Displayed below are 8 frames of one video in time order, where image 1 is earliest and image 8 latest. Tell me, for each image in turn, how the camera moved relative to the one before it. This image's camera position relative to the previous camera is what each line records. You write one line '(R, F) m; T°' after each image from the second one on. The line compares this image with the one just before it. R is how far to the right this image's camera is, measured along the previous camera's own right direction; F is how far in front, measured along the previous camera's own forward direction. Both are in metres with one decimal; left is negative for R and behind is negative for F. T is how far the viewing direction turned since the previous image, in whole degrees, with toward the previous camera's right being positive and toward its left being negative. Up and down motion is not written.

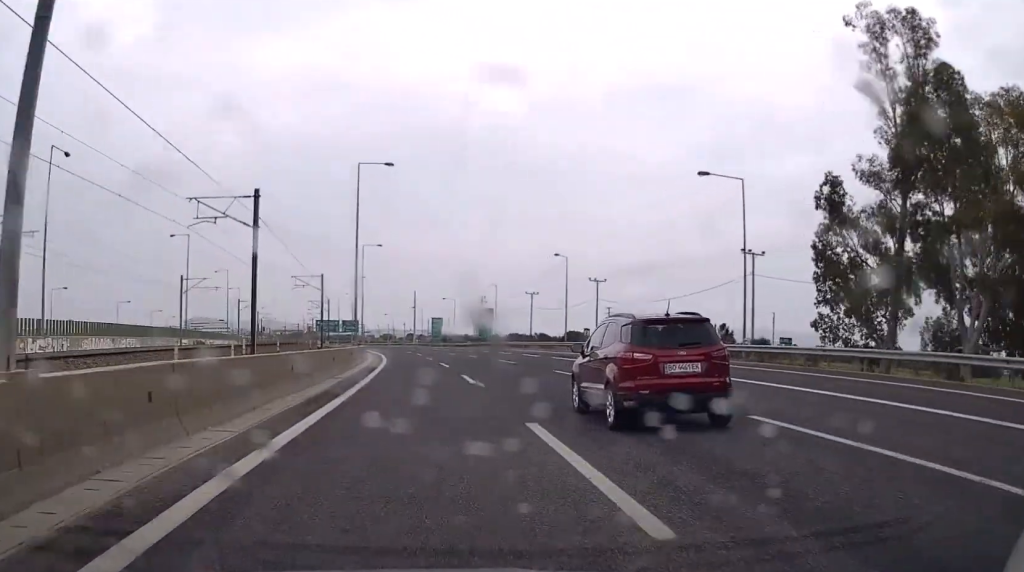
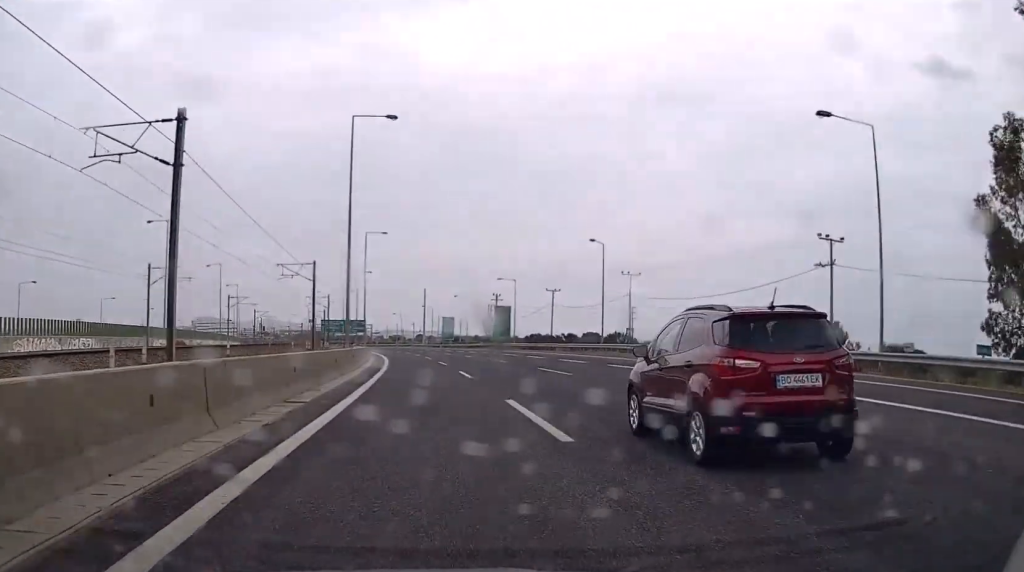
(0.0, +13.0) m; 0°
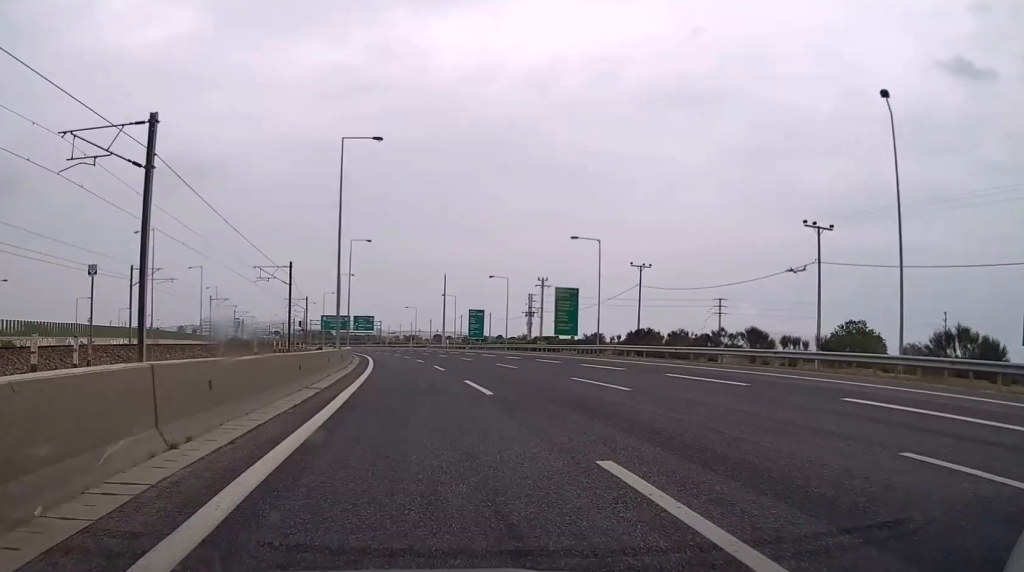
(-0.6, +44.8) m; -1°
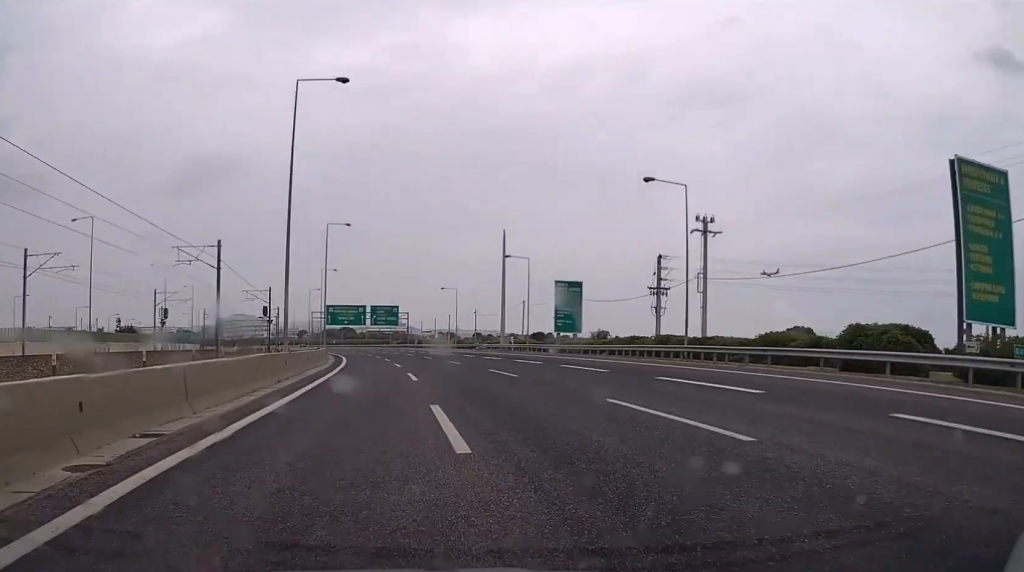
(-1.6, +63.7) m; -3°
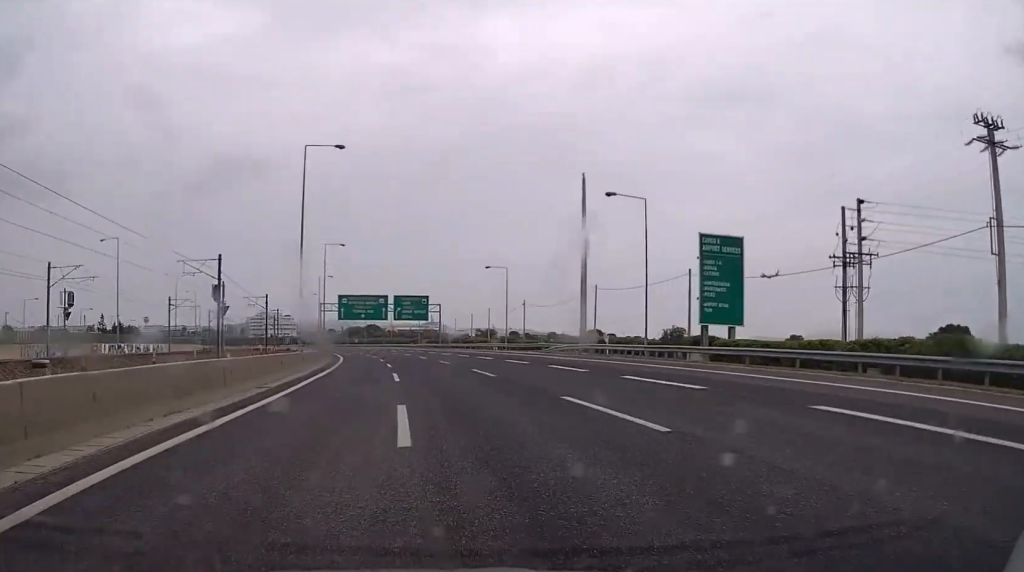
(-0.5, +34.8) m; -2°
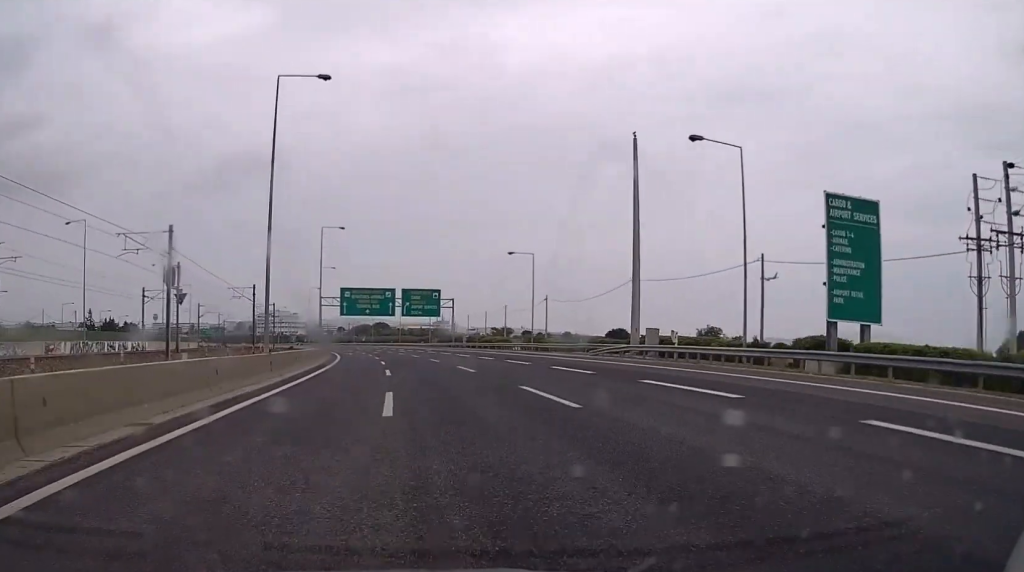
(0.0, +13.9) m; -1°
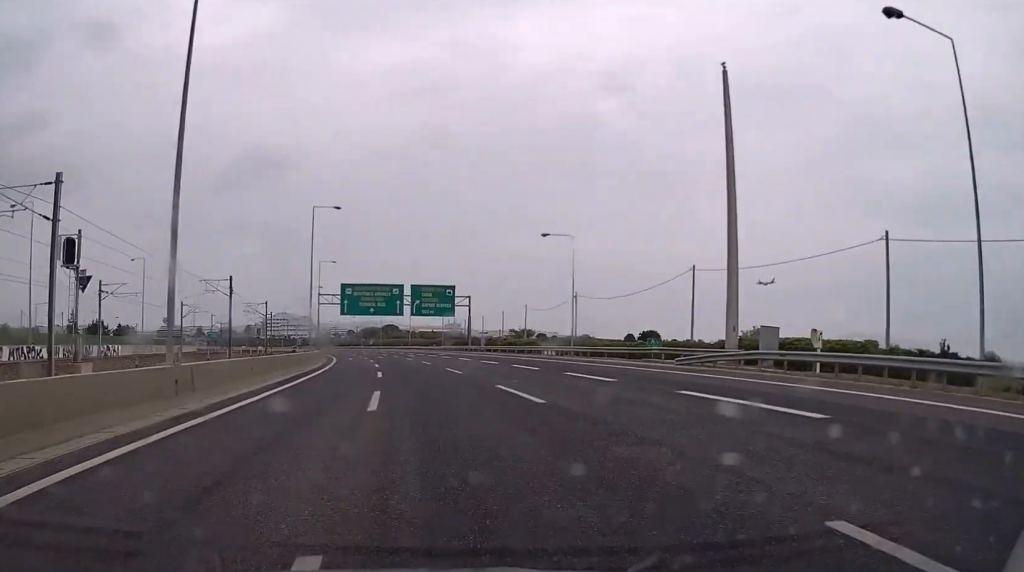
(-0.2, +15.8) m; -1°
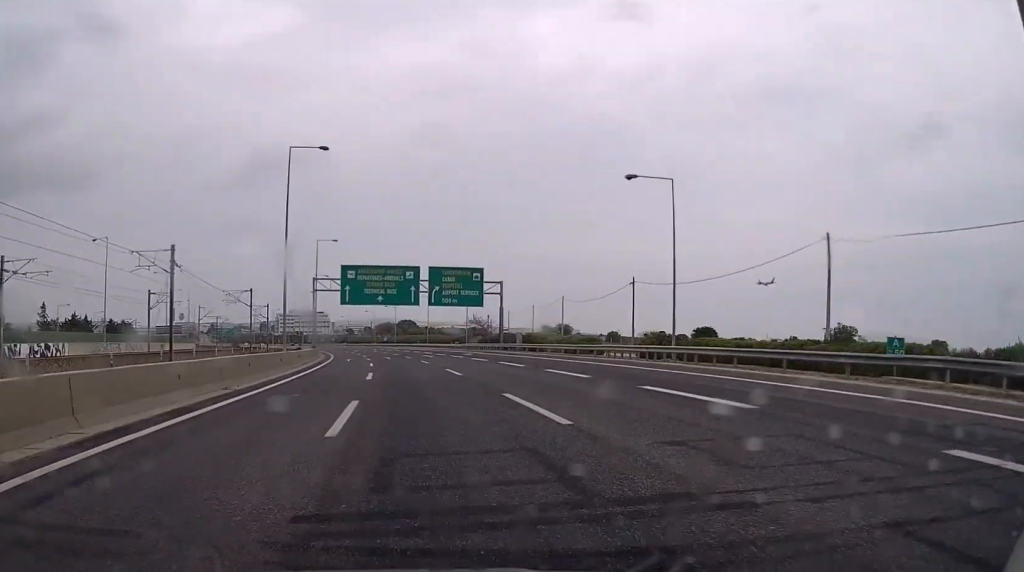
(-0.2, +21.7) m; -1°
